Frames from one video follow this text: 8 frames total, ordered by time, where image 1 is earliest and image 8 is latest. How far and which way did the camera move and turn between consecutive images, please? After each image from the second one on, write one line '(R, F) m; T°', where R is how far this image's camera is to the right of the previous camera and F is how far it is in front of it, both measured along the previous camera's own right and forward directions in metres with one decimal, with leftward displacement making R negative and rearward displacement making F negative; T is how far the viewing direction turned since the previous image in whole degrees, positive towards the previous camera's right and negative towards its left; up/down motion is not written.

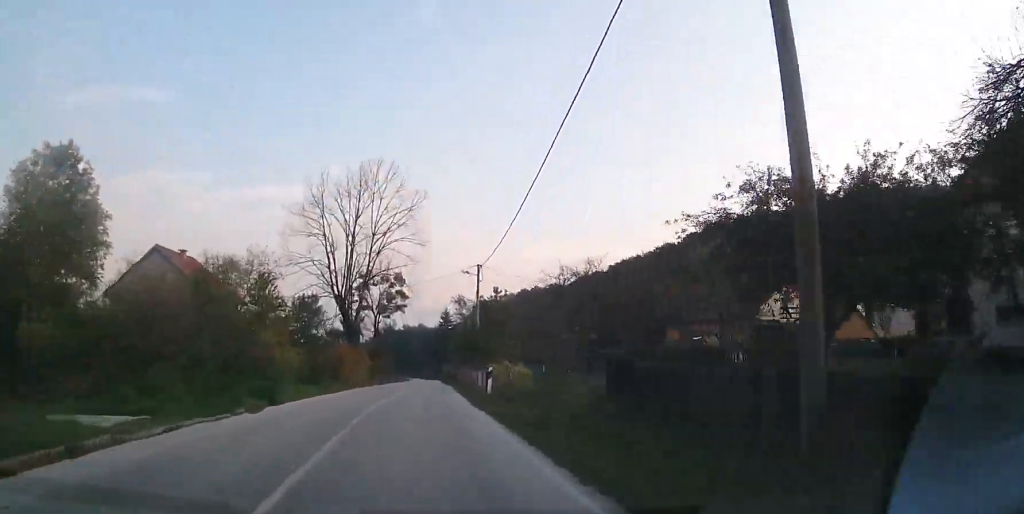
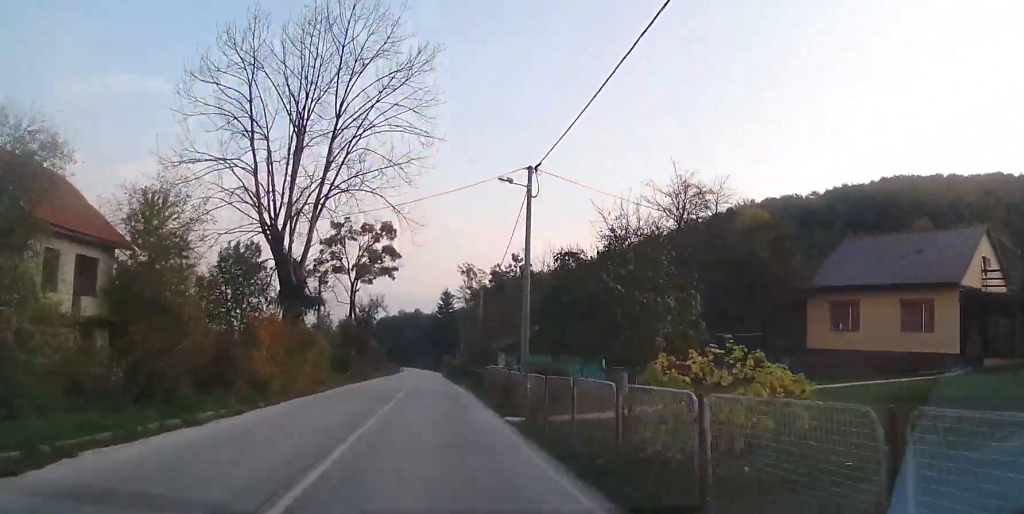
(0.0, +18.0) m; 0°
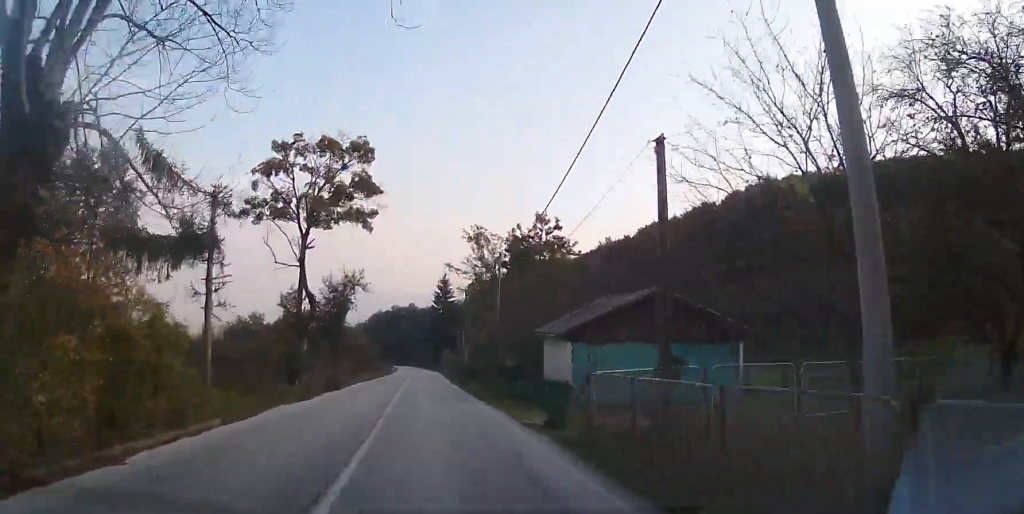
(+0.1, +15.9) m; 0°
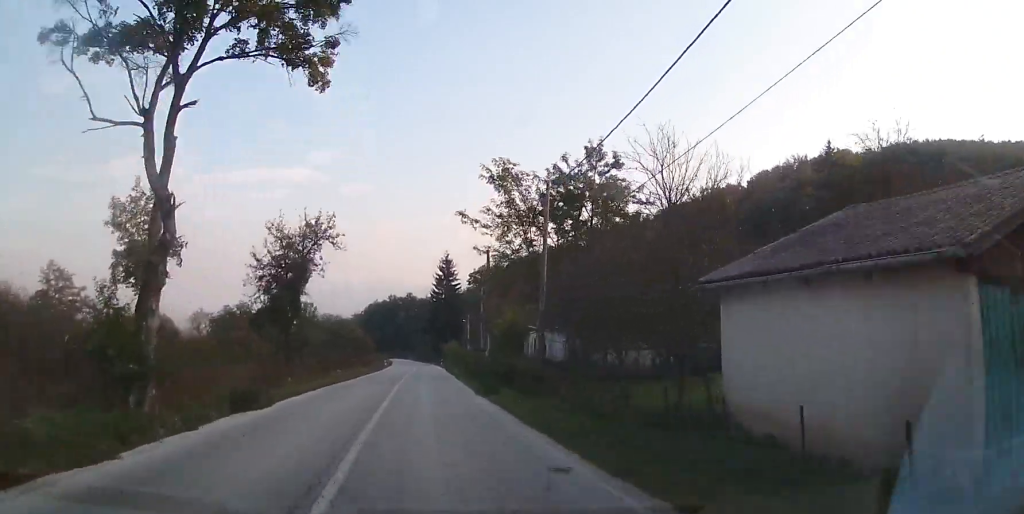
(-0.1, +14.4) m; 0°
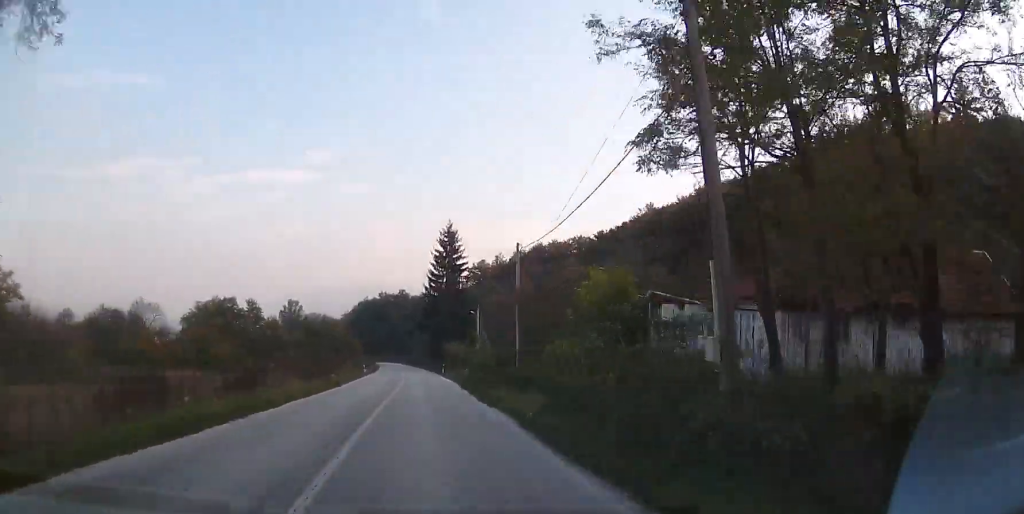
(0.0, +22.3) m; +1°
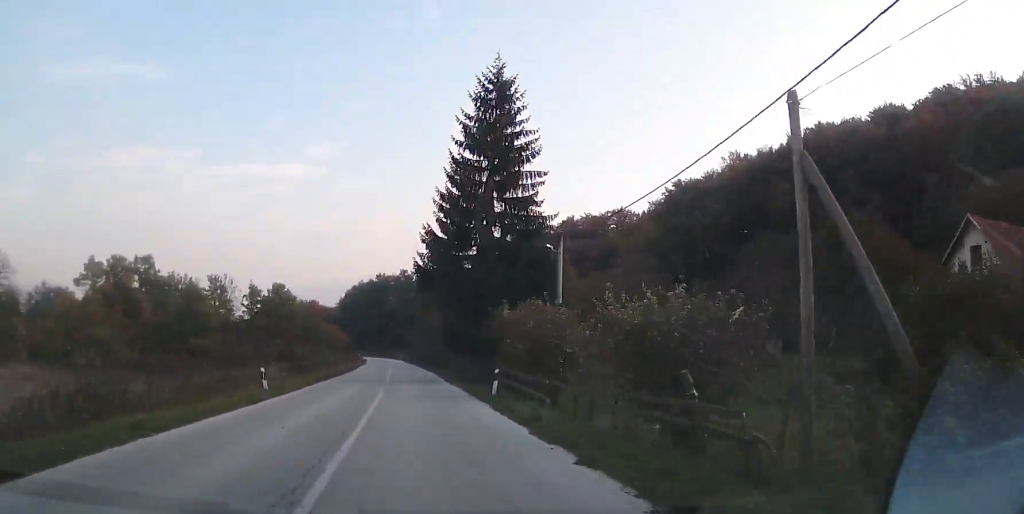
(+0.5, +37.7) m; +1°
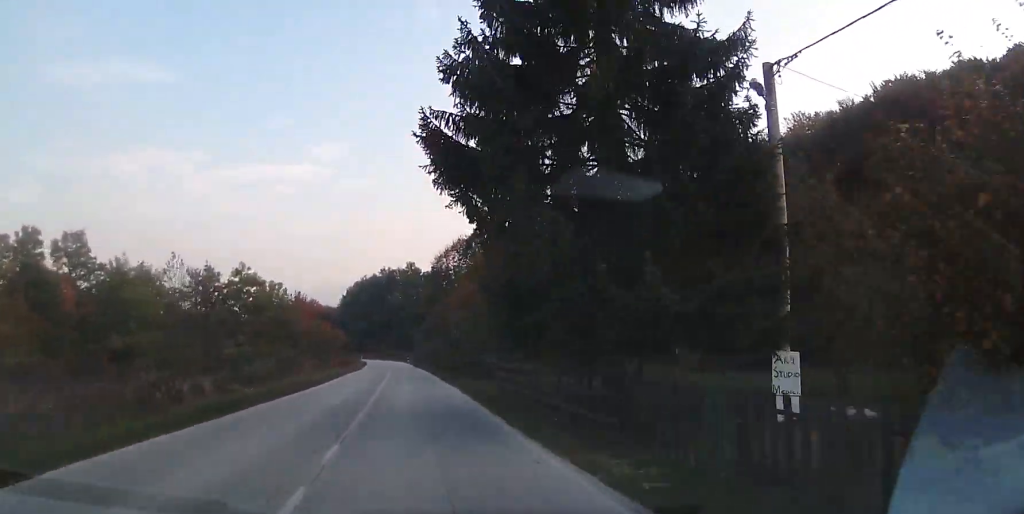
(0.0, +18.5) m; 0°
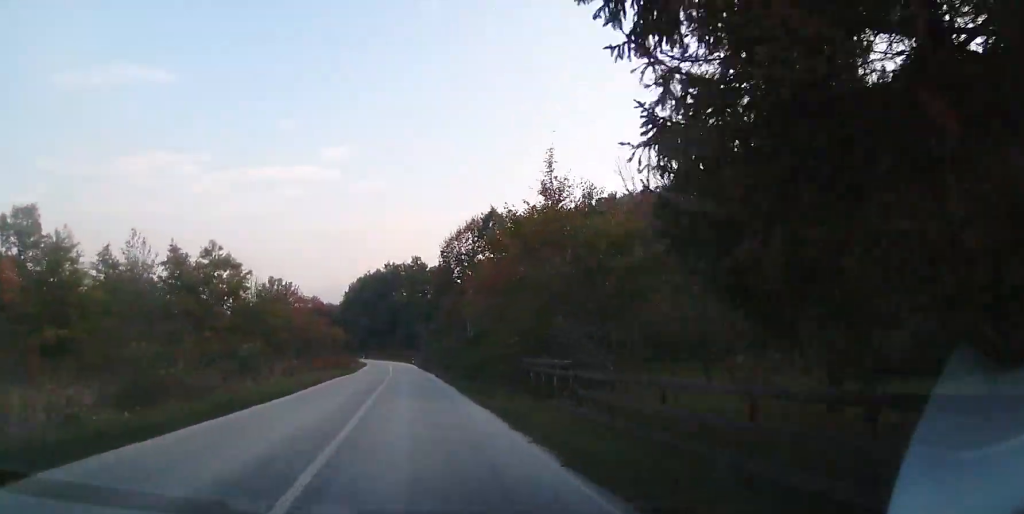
(+0.1, +9.8) m; -1°
